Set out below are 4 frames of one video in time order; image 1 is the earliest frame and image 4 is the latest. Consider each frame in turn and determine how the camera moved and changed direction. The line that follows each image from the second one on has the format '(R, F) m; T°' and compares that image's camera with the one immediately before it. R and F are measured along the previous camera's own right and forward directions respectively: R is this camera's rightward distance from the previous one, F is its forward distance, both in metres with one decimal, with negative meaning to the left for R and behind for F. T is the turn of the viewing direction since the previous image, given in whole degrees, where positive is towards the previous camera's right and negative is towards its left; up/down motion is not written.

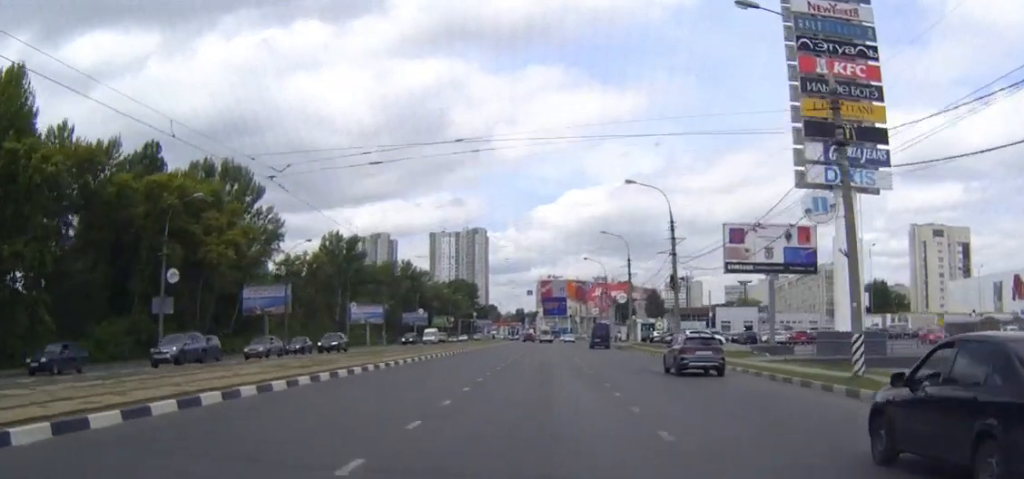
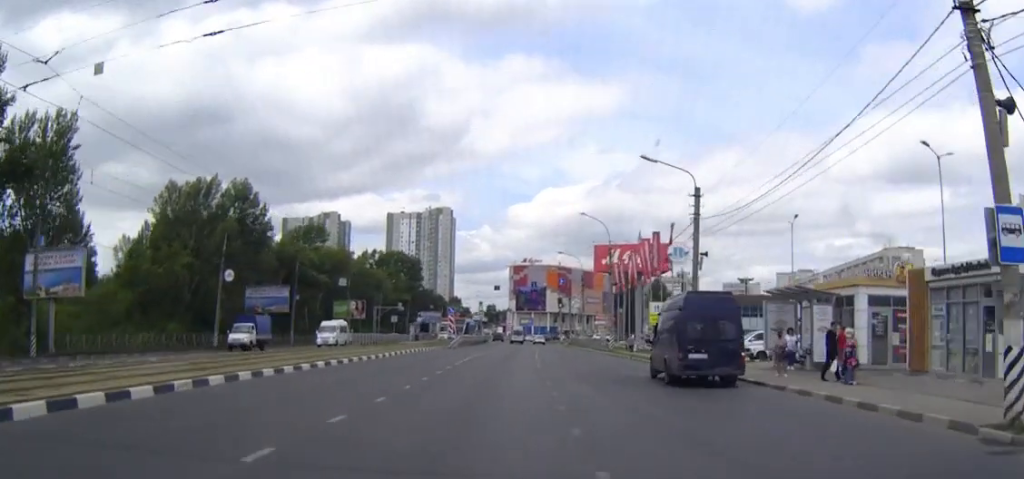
(+0.9, +98.6) m; +1°
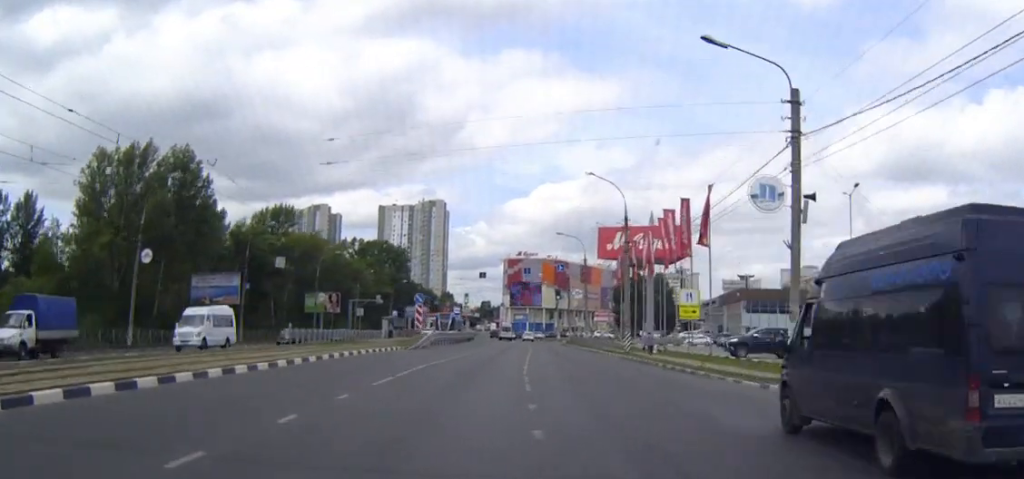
(0.0, +16.7) m; 0°
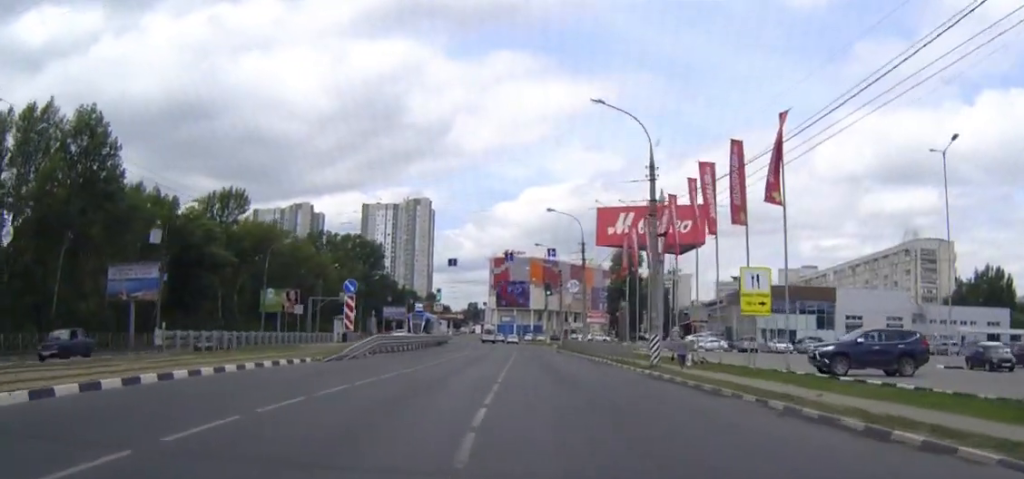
(+0.1, +18.1) m; +1°
